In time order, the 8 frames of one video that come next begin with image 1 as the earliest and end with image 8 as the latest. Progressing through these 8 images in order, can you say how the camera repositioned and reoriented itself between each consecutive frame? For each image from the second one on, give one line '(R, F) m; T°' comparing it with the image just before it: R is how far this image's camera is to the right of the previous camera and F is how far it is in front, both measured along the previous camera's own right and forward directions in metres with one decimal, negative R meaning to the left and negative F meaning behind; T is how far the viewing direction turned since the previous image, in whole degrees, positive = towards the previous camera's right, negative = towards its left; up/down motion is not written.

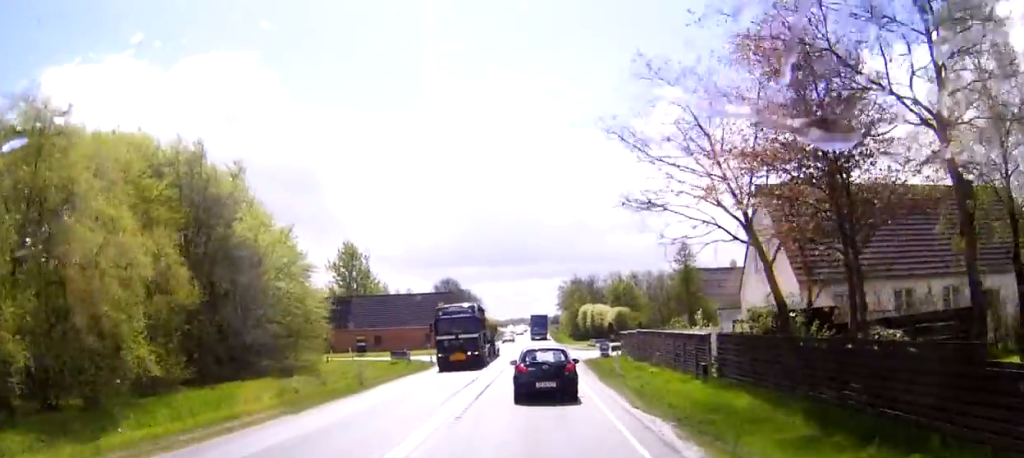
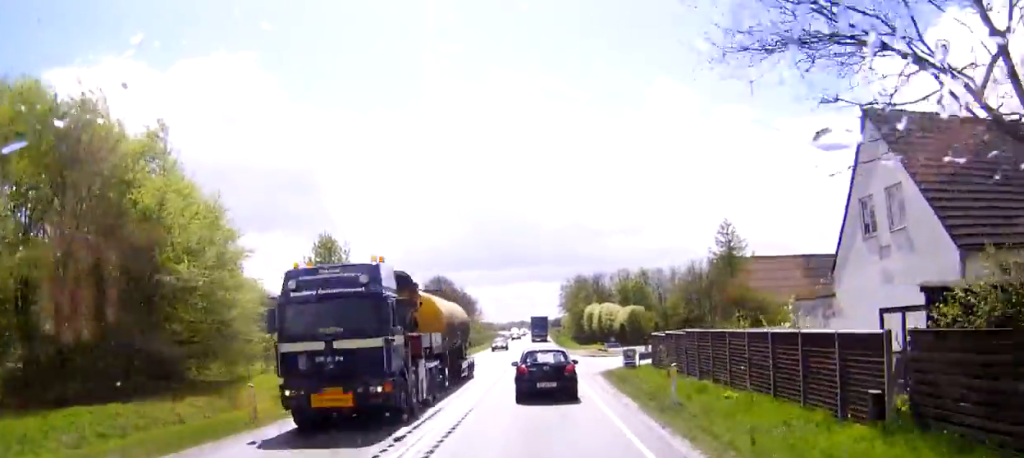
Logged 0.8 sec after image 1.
(0.0, +12.2) m; 0°
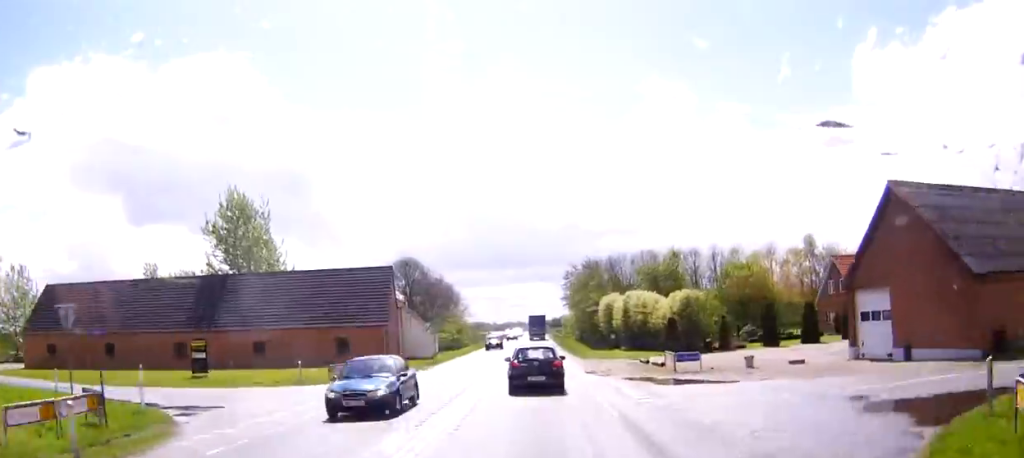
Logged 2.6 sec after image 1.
(0.0, +29.9) m; 0°
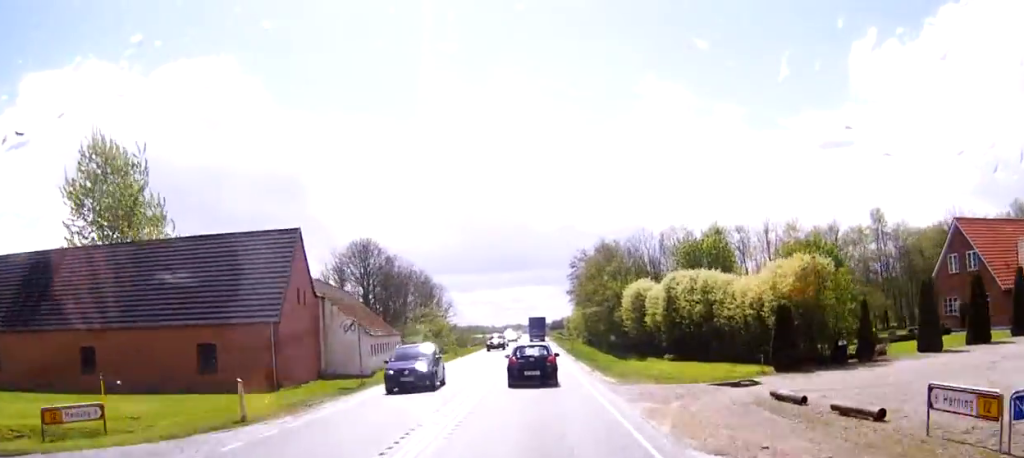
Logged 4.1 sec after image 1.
(0.0, +23.2) m; 0°
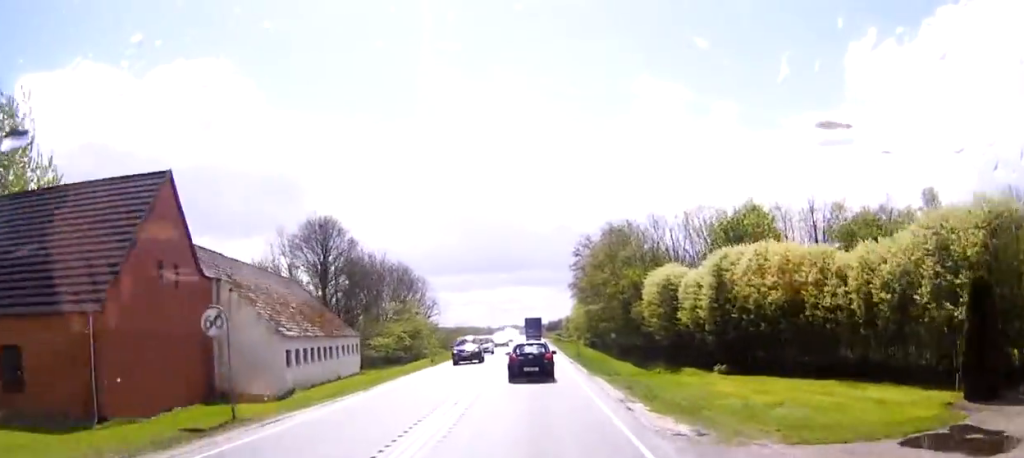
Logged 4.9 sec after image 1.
(0.0, +13.7) m; 0°
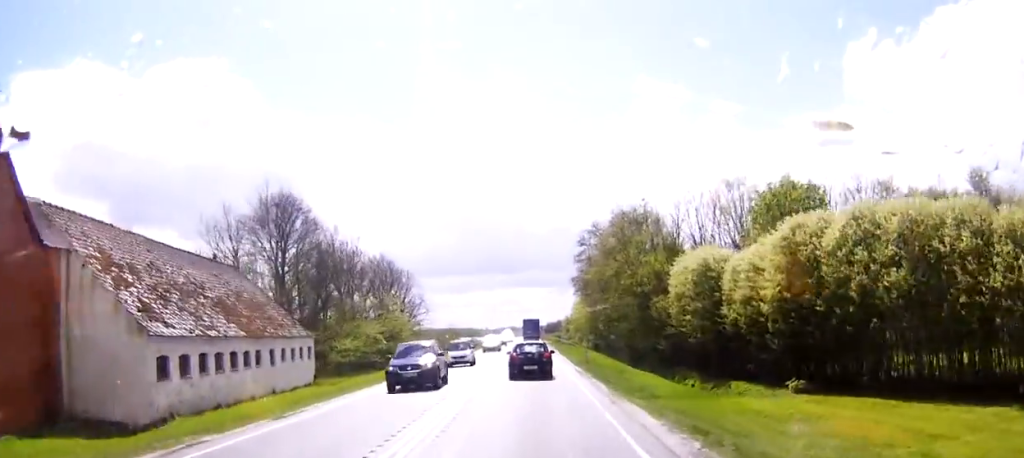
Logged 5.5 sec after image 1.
(0.0, +9.9) m; 0°
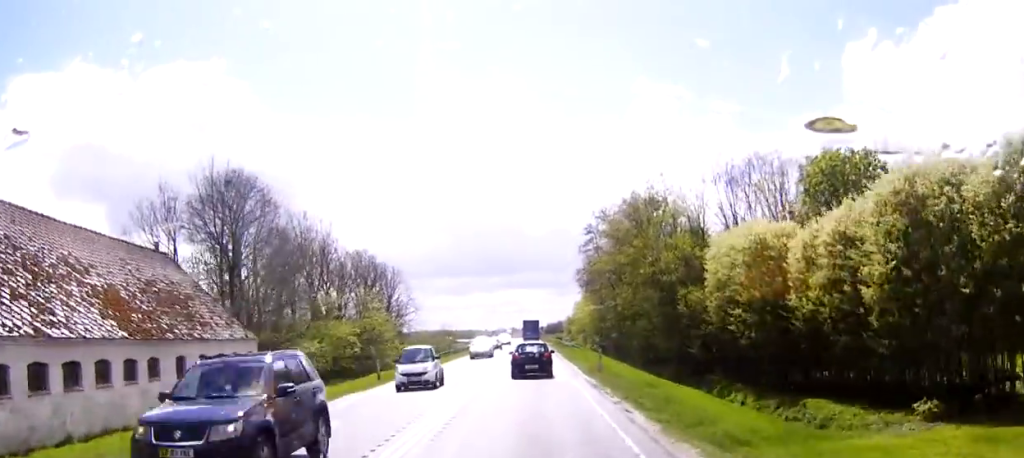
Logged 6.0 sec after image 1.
(0.0, +8.3) m; 0°
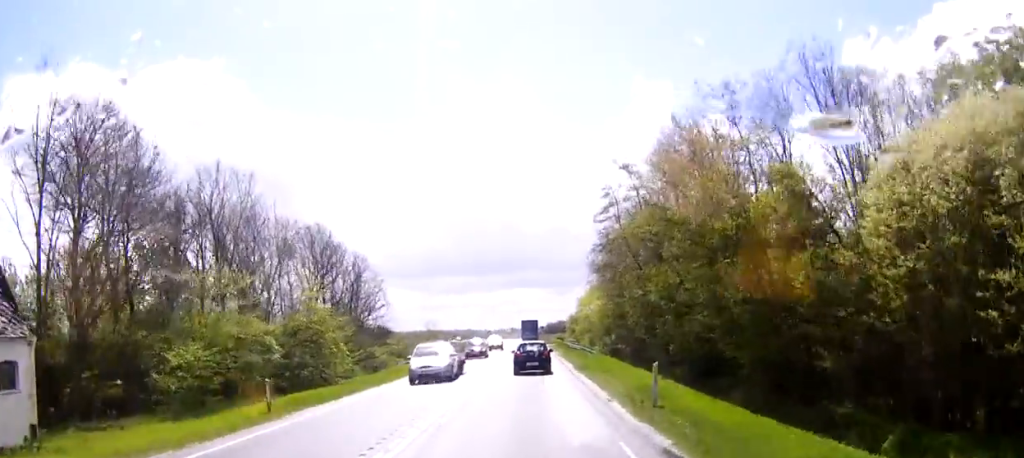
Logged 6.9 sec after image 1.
(0.0, +15.5) m; 0°
